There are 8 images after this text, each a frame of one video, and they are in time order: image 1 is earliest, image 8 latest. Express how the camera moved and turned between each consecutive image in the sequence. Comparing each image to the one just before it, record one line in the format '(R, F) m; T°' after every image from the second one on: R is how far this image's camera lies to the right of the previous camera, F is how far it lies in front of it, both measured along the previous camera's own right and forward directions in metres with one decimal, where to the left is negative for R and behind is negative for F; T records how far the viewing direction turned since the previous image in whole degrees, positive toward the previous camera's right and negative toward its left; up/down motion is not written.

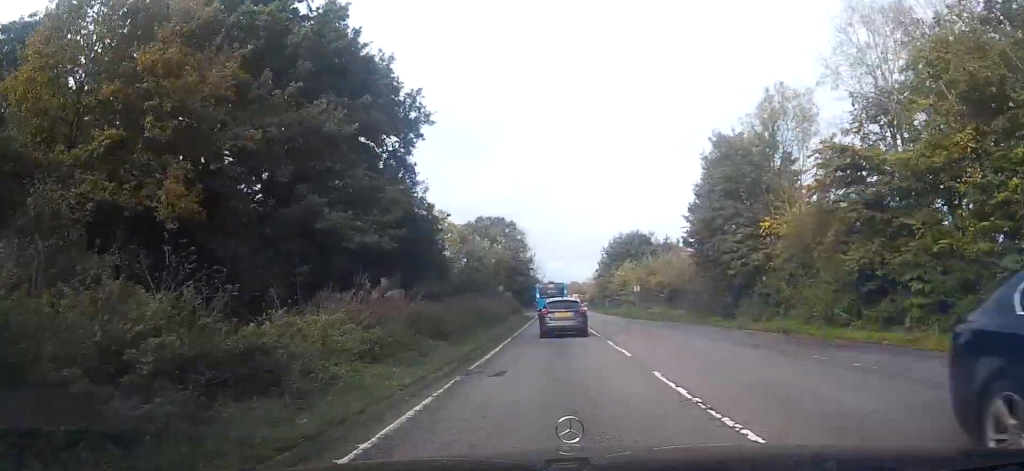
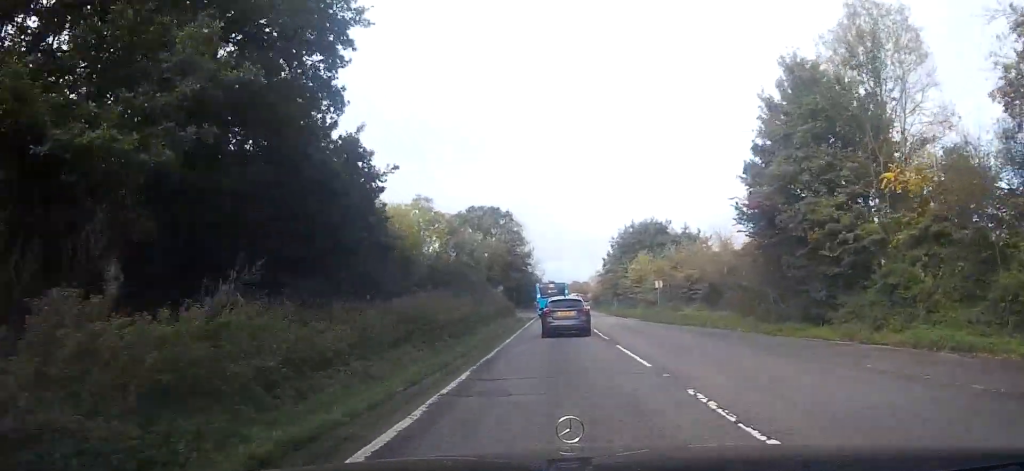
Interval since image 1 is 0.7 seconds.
(-0.1, +11.9) m; 0°
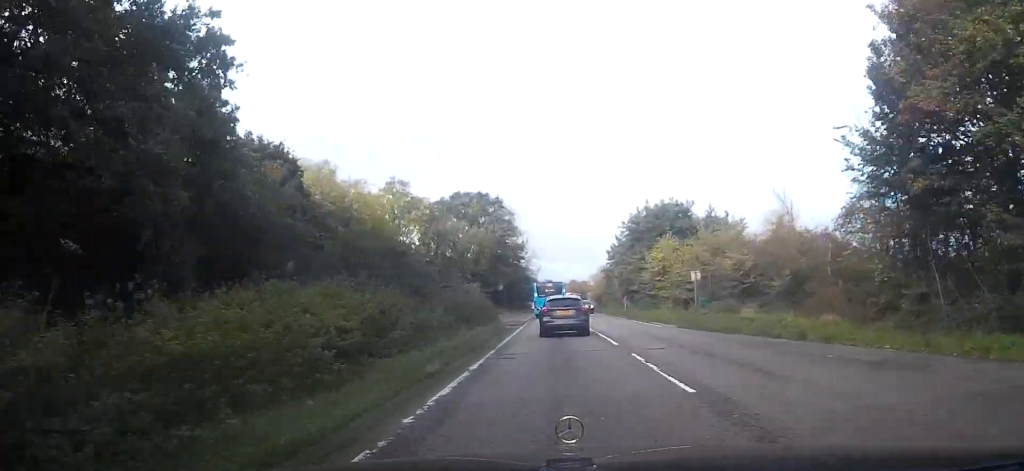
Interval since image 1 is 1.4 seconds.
(0.0, +12.9) m; 0°
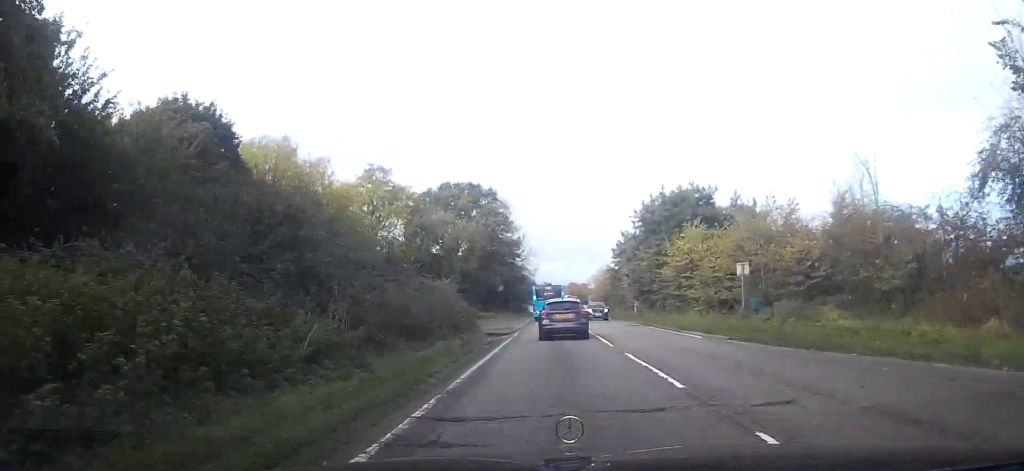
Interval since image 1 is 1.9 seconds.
(0.0, +8.8) m; 0°
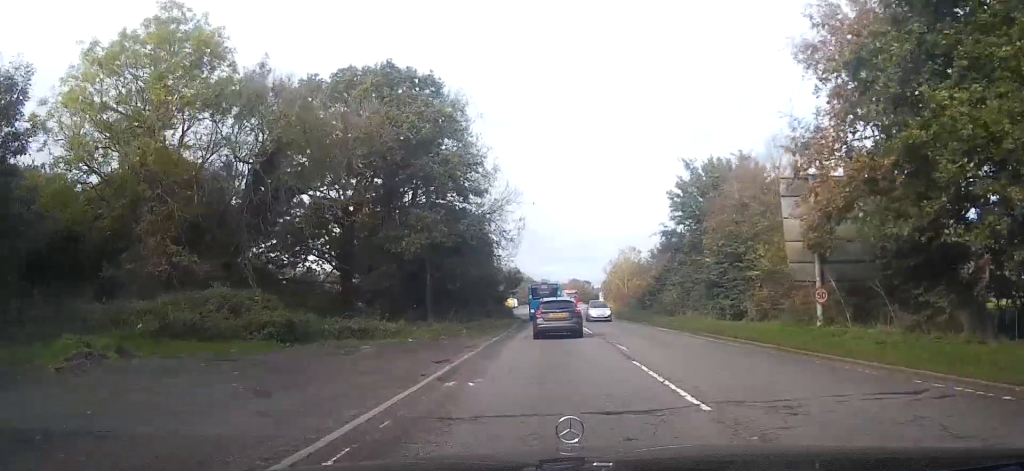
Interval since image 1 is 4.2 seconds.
(+0.2, +38.2) m; +1°
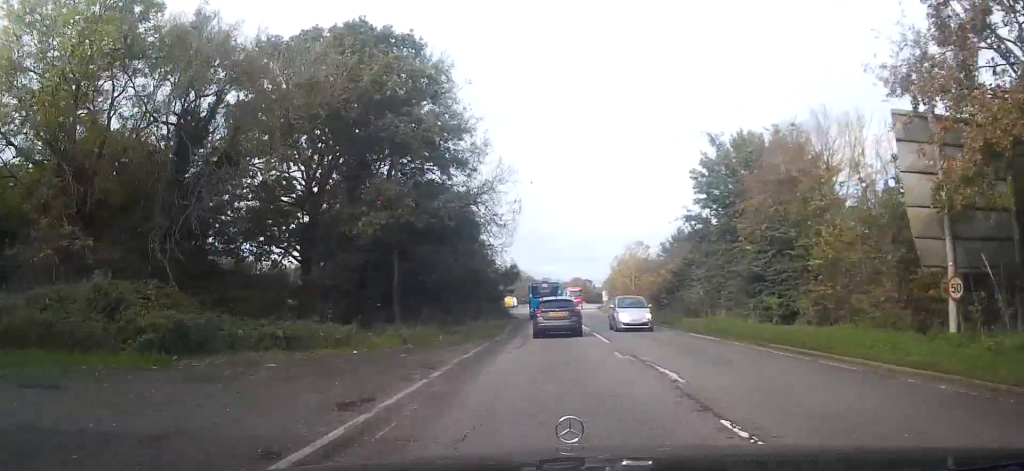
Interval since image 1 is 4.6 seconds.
(0.0, +6.4) m; 0°
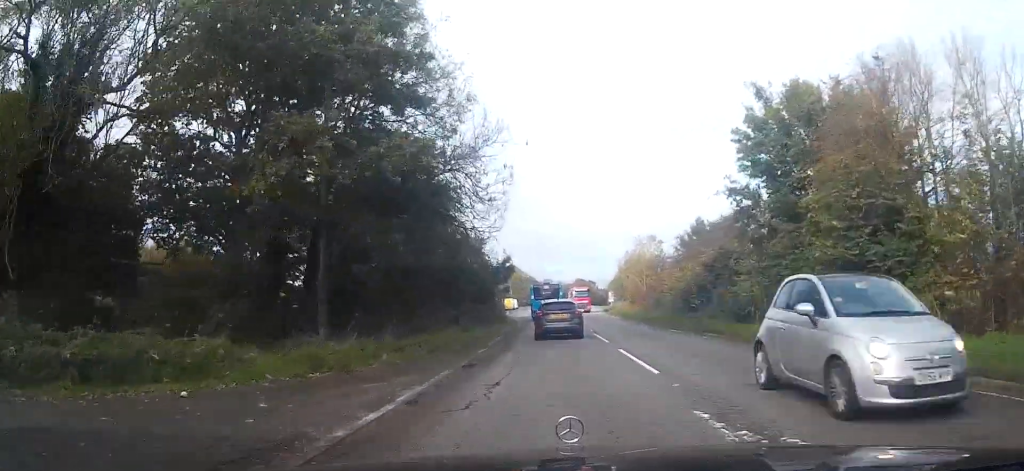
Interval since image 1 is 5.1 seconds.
(0.0, +8.0) m; 0°
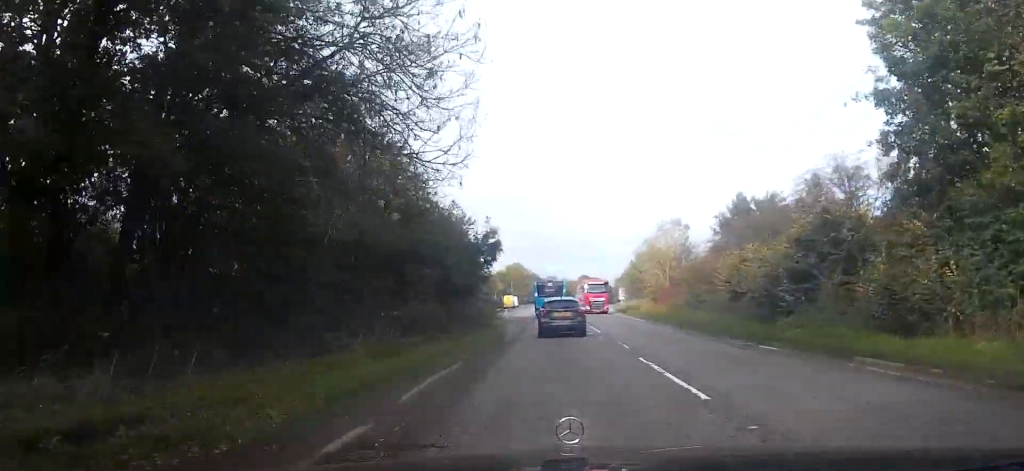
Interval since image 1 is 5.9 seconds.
(+0.1, +12.1) m; -1°
